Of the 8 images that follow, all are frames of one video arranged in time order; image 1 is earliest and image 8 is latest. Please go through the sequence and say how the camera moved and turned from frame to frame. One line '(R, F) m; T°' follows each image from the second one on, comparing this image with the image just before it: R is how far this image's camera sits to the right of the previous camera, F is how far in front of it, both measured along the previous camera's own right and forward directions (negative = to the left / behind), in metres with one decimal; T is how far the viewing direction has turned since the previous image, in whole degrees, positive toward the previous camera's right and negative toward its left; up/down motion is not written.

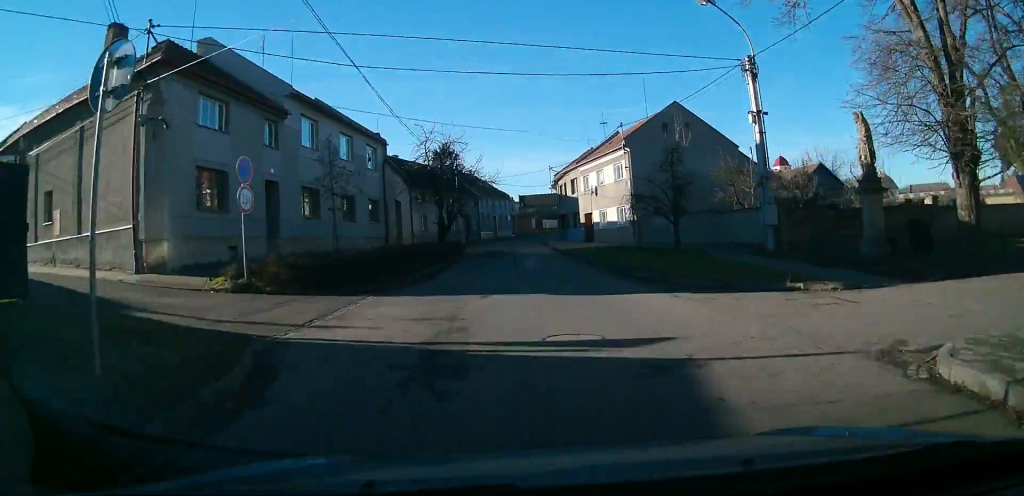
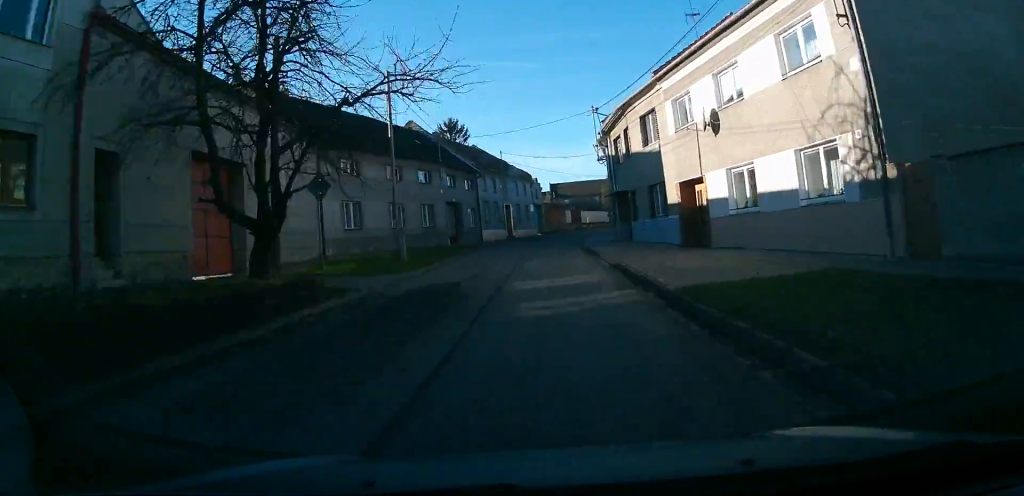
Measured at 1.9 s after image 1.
(-0.8, +28.5) m; -4°
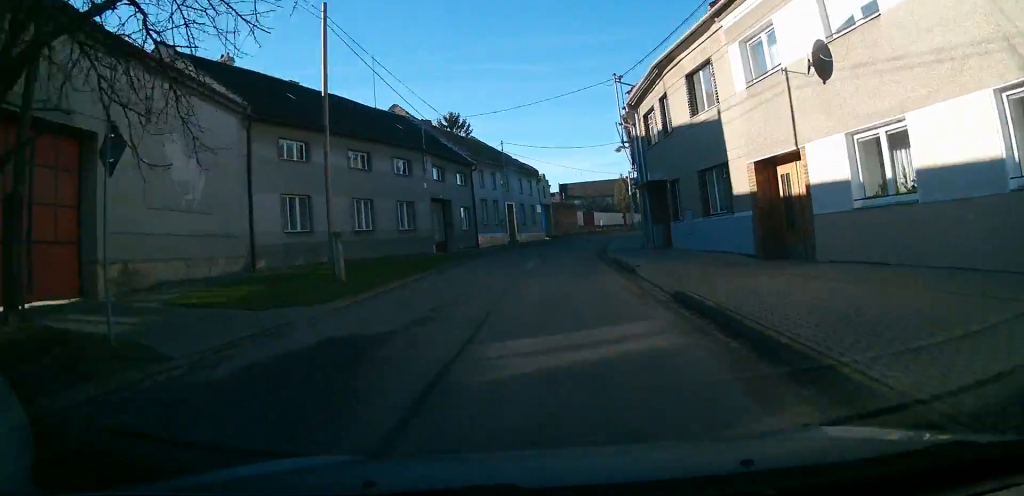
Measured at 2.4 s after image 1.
(-0.1, +7.6) m; -1°
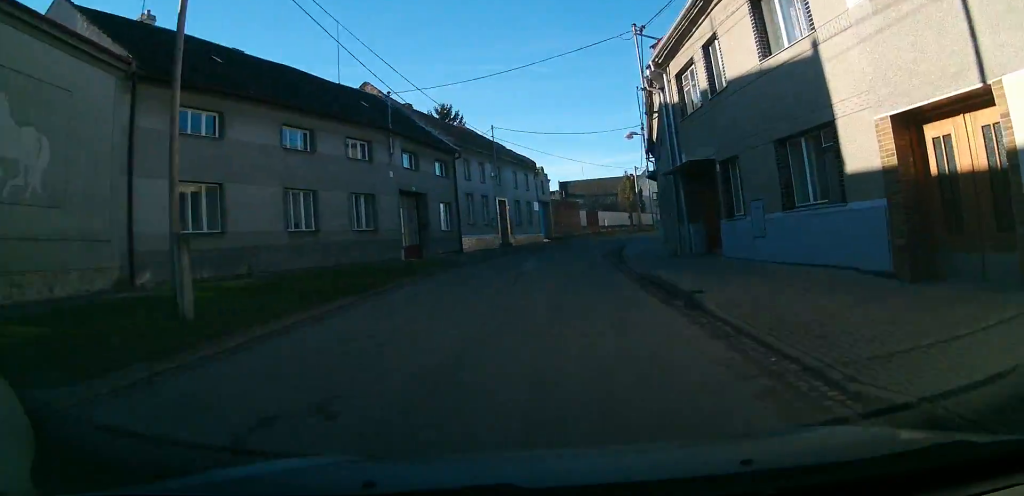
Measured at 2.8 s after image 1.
(-0.1, +6.5) m; 0°
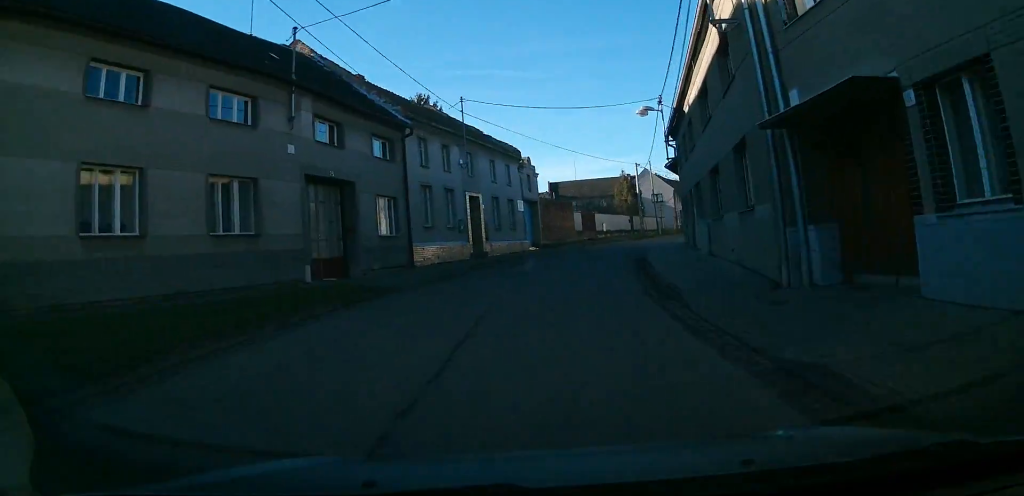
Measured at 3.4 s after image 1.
(0.0, +8.9) m; +1°
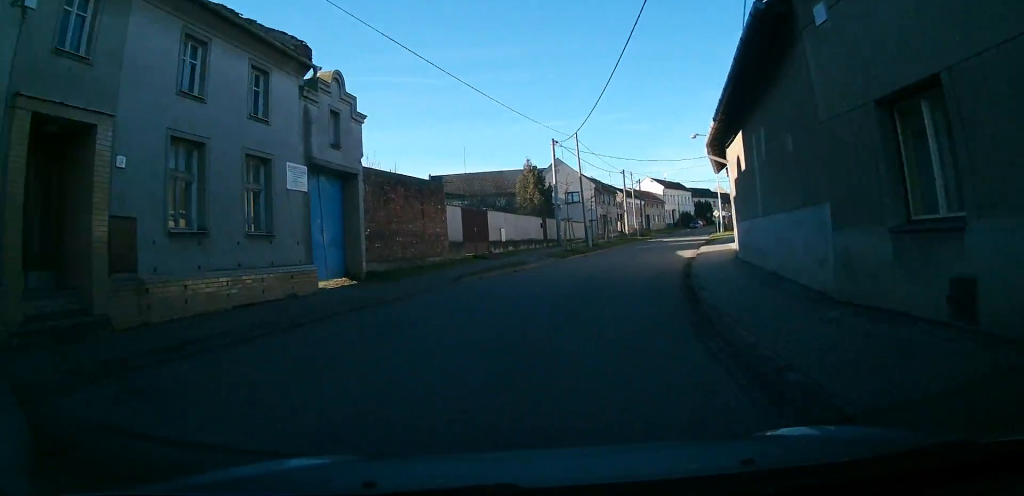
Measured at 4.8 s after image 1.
(+1.0, +20.3) m; +9°
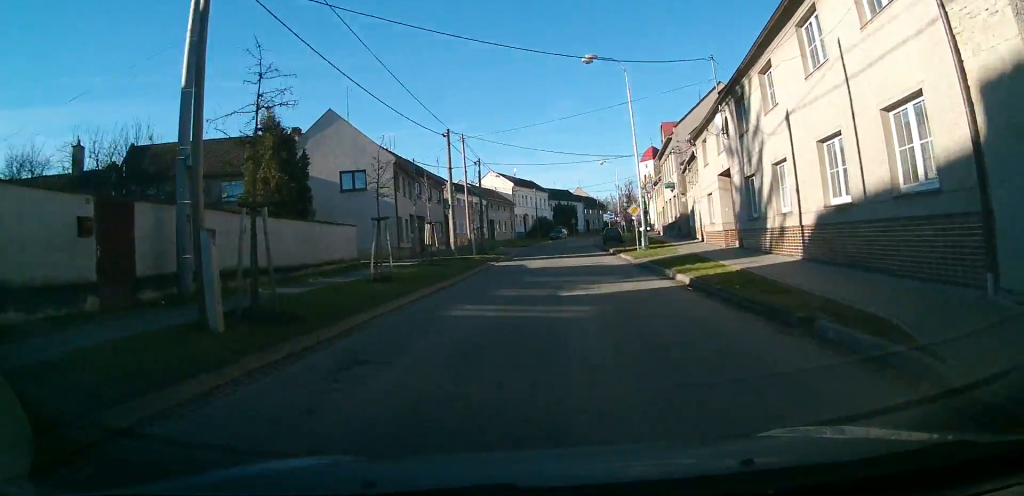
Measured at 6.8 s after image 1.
(+3.9, +29.5) m; +12°
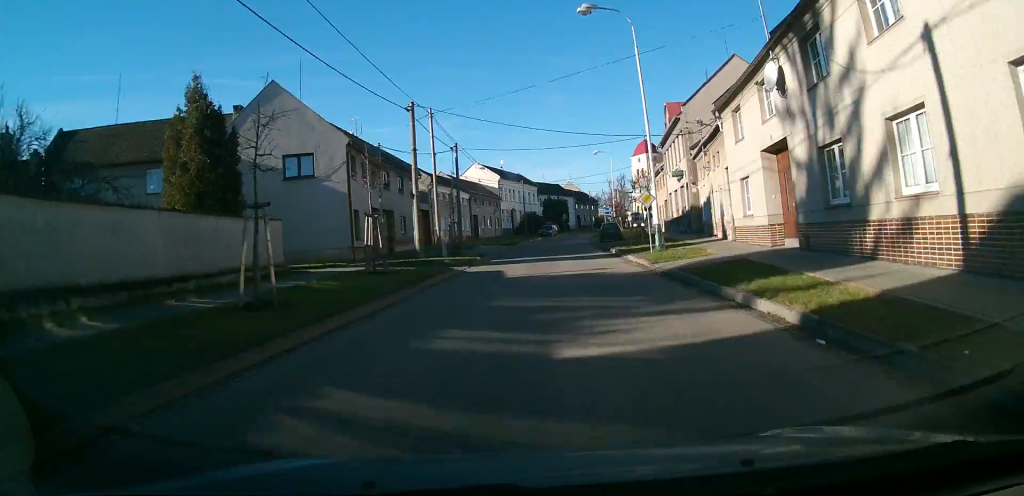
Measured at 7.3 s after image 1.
(+0.1, +7.0) m; +1°
